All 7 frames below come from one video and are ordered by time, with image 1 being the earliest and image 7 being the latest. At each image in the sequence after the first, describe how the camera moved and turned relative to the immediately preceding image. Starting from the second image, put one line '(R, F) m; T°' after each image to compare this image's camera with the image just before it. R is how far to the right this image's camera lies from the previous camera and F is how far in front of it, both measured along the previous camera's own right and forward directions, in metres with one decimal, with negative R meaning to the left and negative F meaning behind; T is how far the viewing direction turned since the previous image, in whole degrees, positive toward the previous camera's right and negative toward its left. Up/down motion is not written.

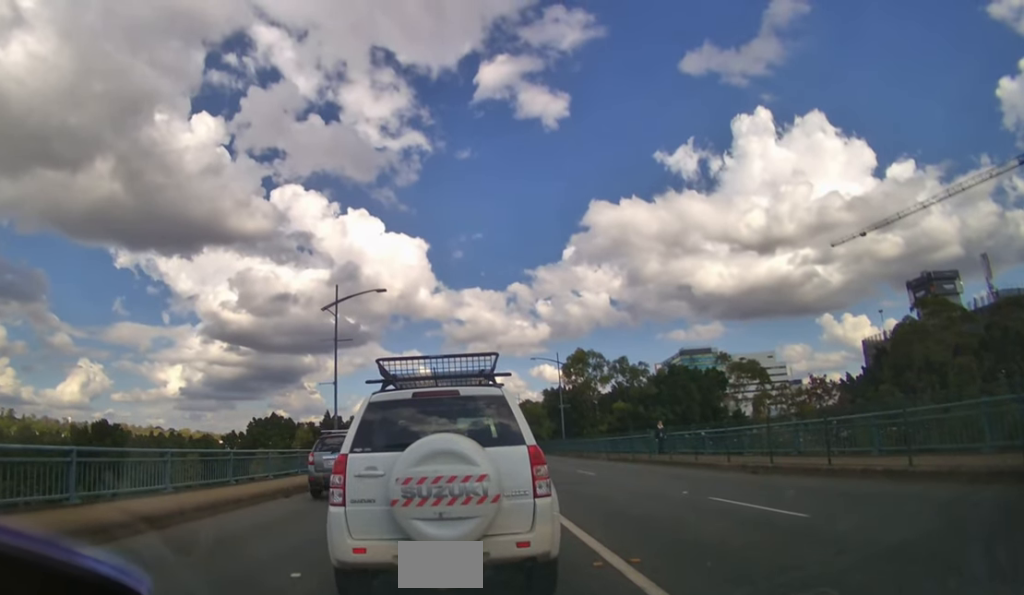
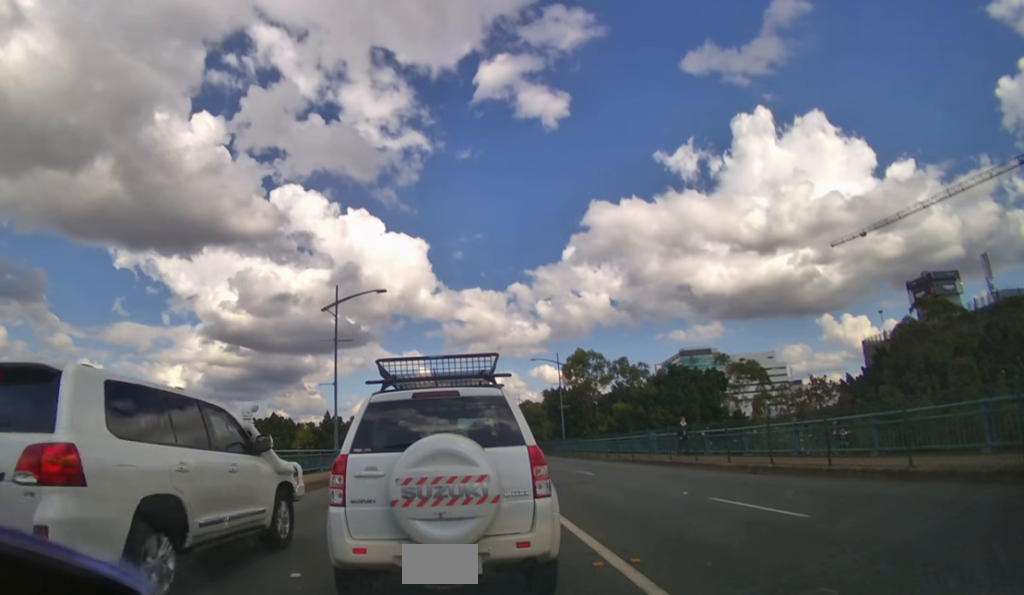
(0.0, 0.0) m; 0°
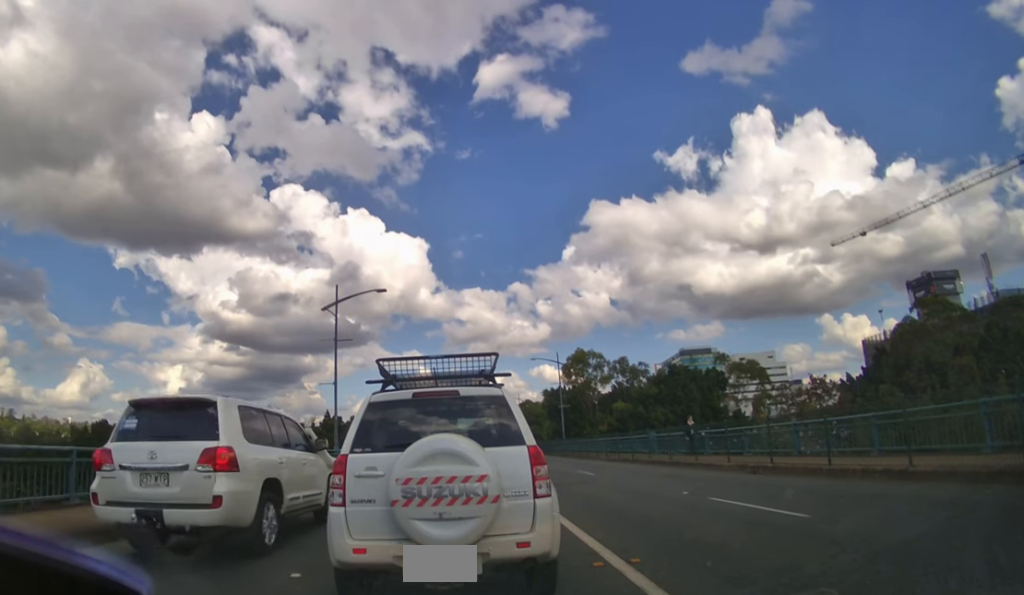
(0.0, 0.0) m; 0°
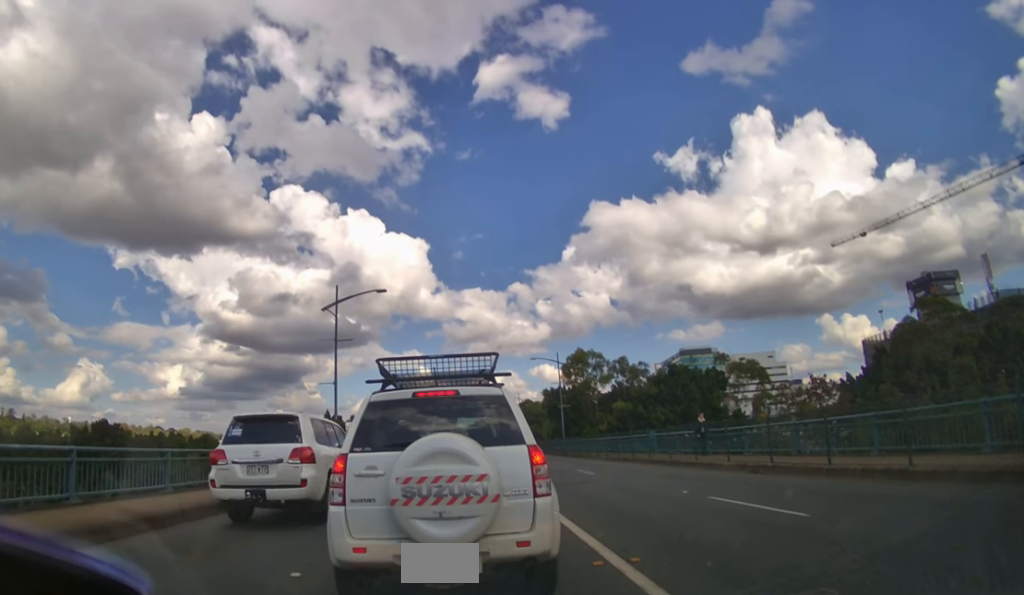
(0.0, 0.0) m; 0°
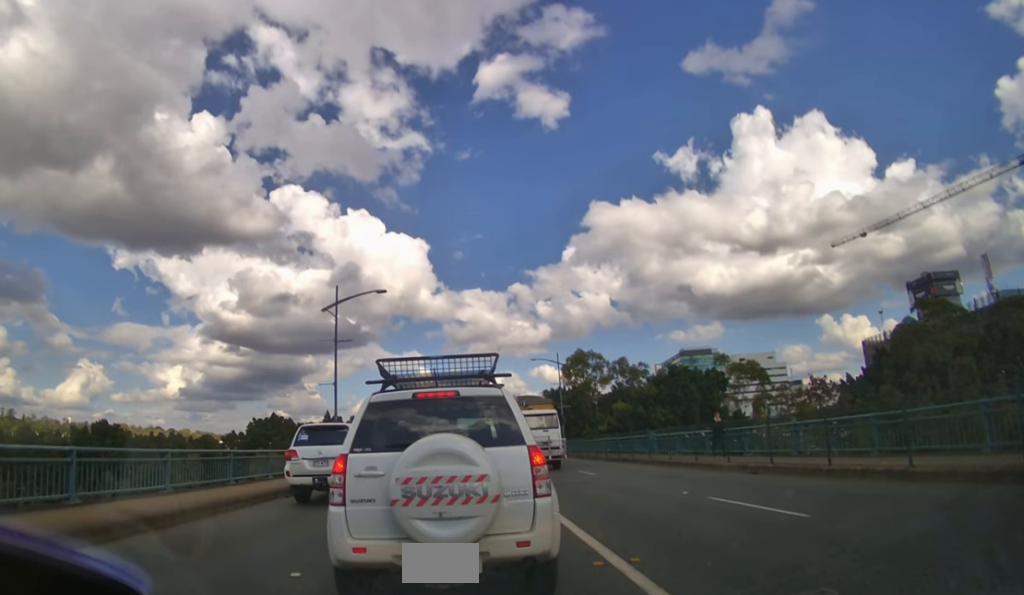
(0.0, 0.0) m; 0°
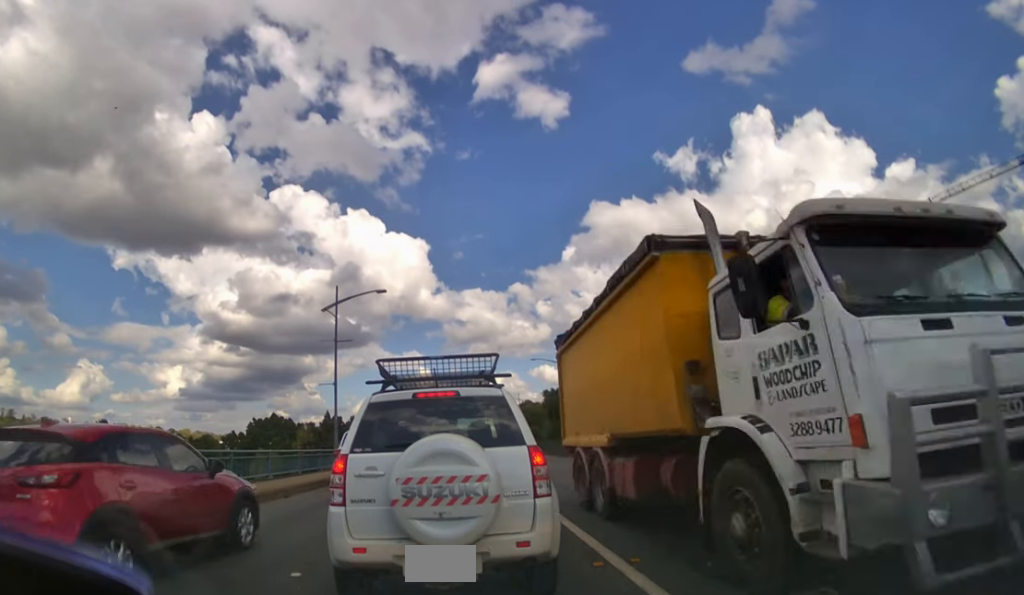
(0.0, 0.0) m; 0°
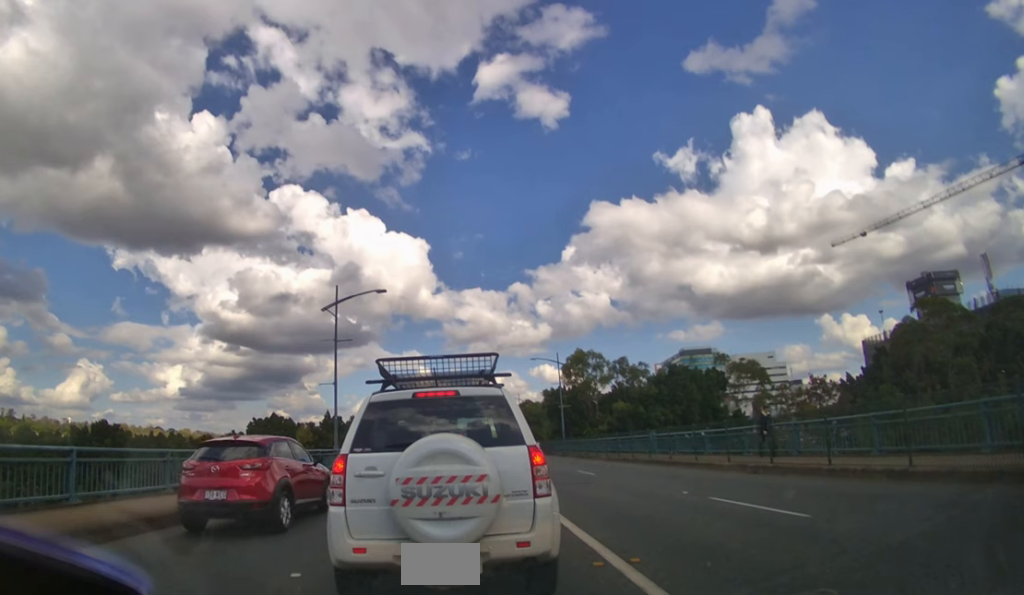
(0.0, 0.0) m; 0°
